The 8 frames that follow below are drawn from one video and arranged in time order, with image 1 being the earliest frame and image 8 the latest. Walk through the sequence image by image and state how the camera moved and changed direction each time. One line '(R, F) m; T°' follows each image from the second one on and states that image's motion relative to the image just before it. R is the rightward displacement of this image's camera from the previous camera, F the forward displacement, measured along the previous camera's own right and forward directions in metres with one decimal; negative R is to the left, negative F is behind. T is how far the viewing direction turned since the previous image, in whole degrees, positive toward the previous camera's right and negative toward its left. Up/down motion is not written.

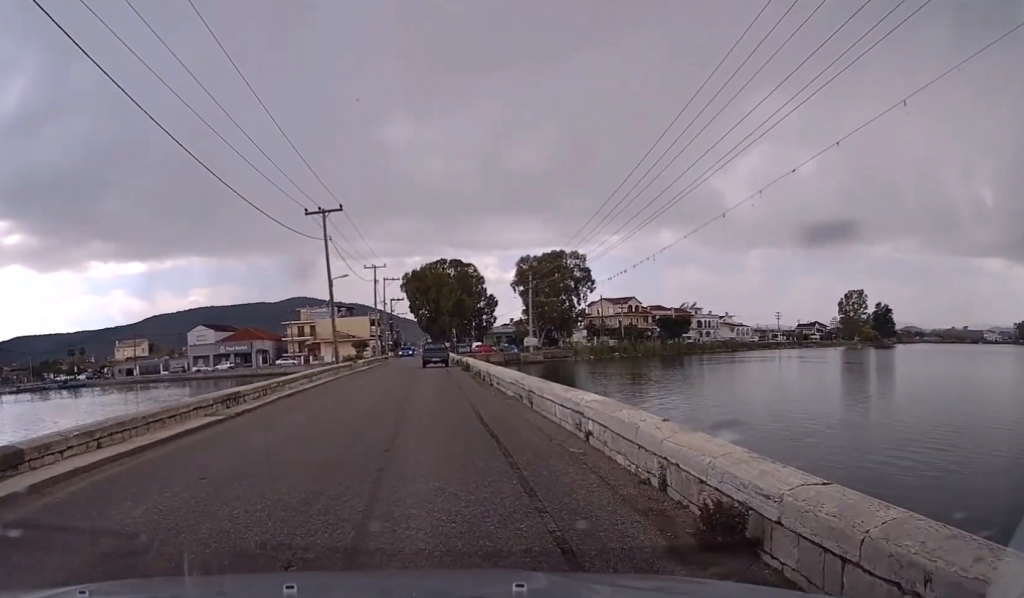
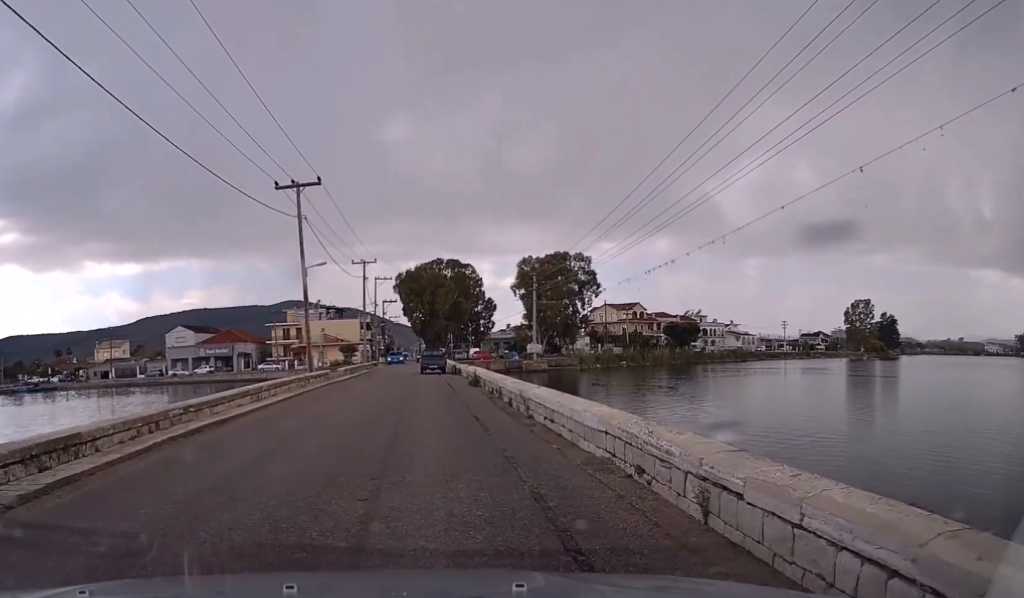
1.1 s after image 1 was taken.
(0.0, +9.6) m; +1°
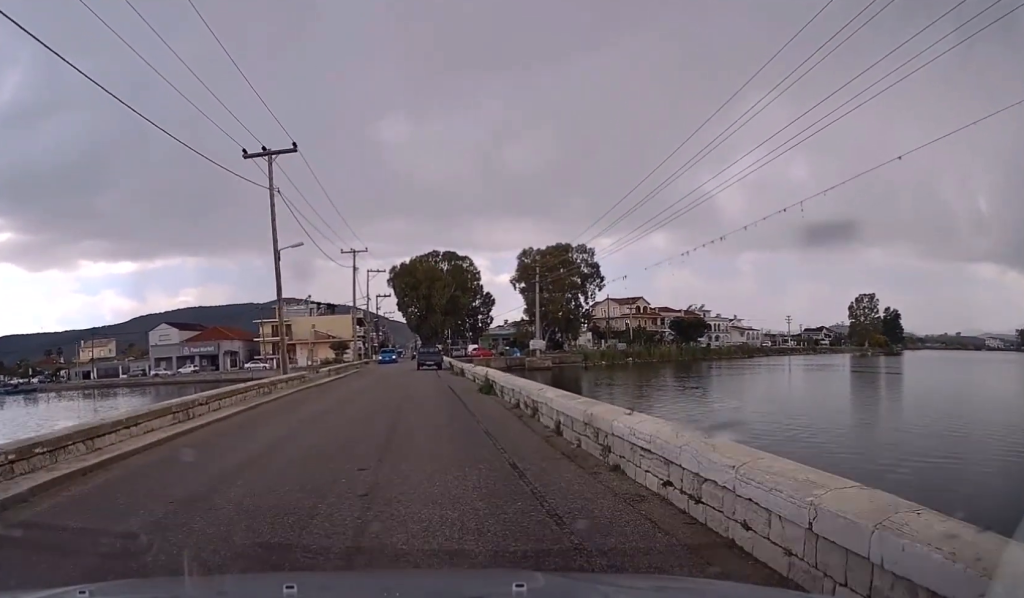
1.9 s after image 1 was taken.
(+0.1, +6.8) m; 0°
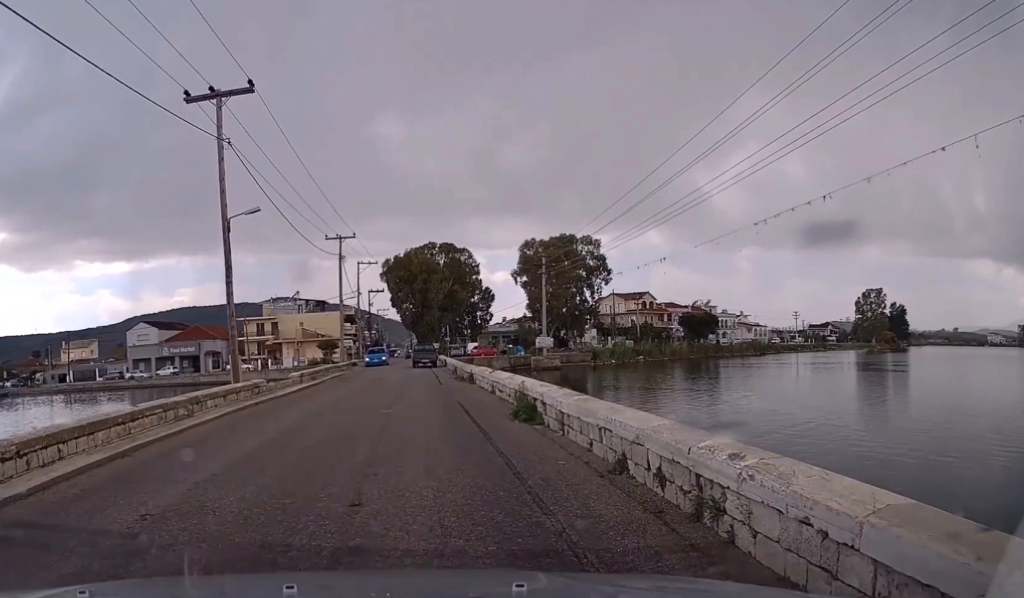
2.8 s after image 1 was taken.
(0.0, +8.6) m; 0°
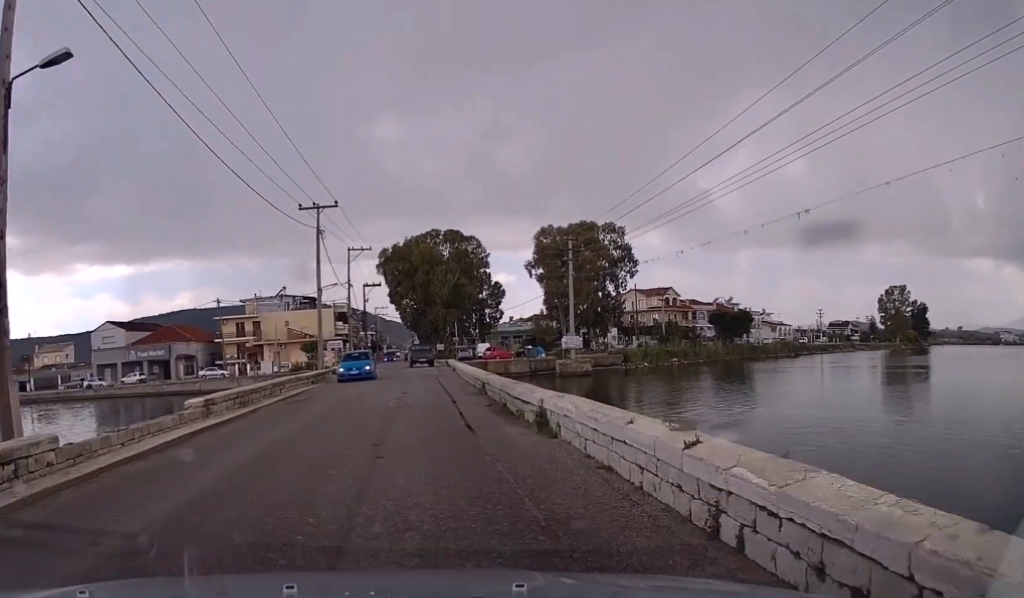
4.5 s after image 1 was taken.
(+0.1, +14.9) m; 0°
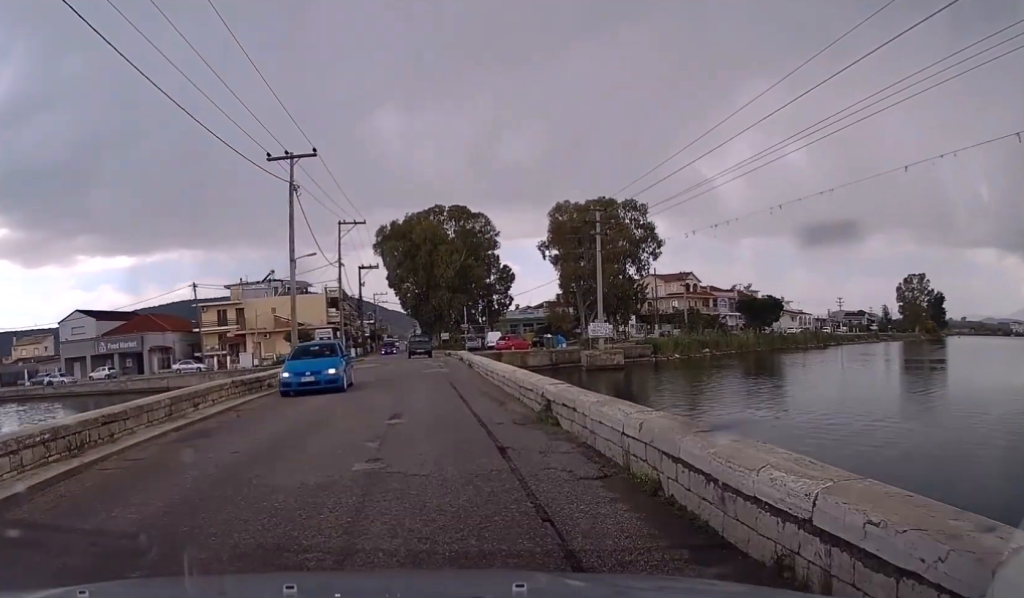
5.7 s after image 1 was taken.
(0.0, +11.3) m; 0°
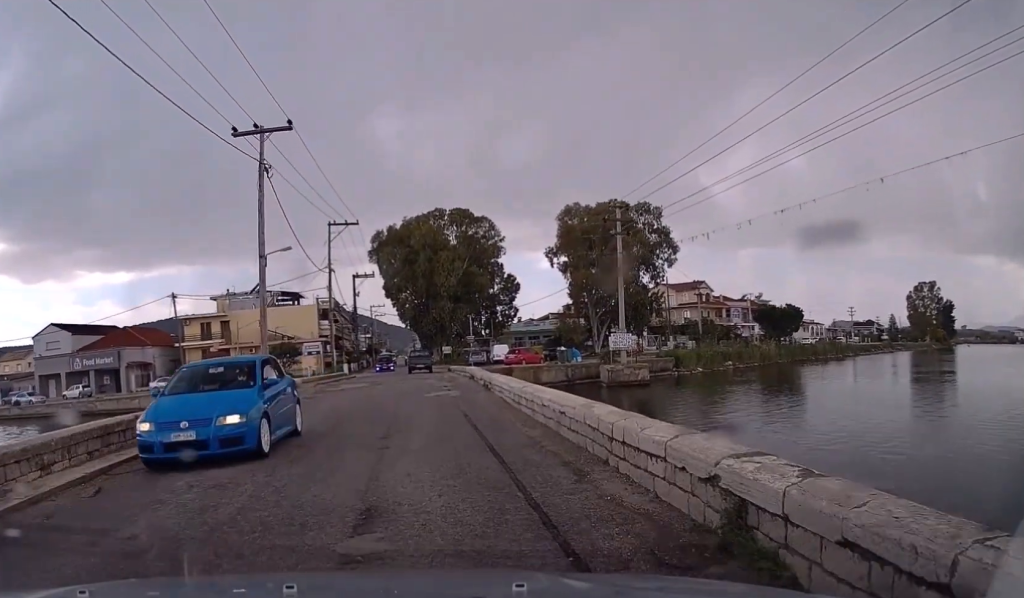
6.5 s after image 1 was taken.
(0.0, +6.8) m; 0°
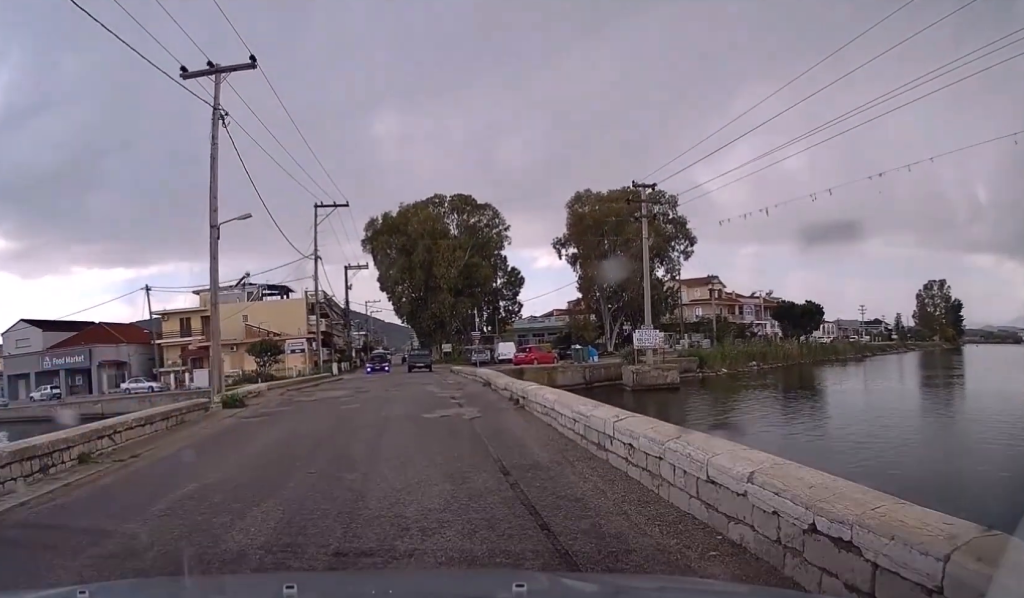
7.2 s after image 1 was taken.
(0.0, +7.3) m; 0°
